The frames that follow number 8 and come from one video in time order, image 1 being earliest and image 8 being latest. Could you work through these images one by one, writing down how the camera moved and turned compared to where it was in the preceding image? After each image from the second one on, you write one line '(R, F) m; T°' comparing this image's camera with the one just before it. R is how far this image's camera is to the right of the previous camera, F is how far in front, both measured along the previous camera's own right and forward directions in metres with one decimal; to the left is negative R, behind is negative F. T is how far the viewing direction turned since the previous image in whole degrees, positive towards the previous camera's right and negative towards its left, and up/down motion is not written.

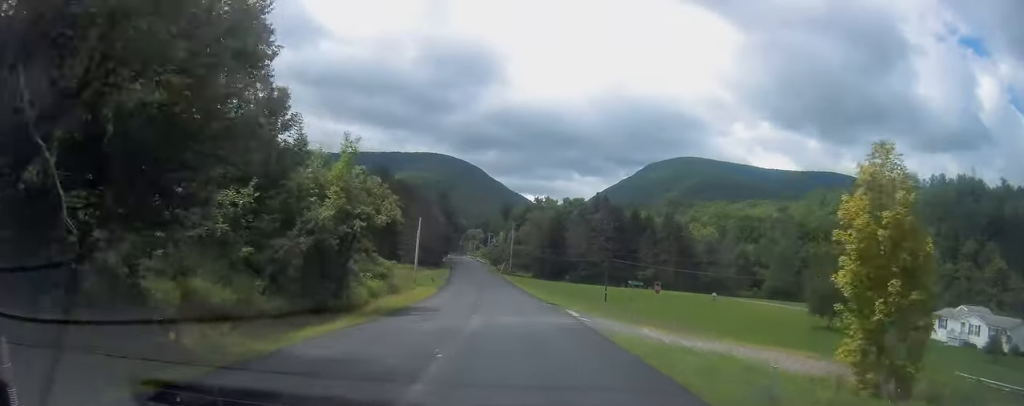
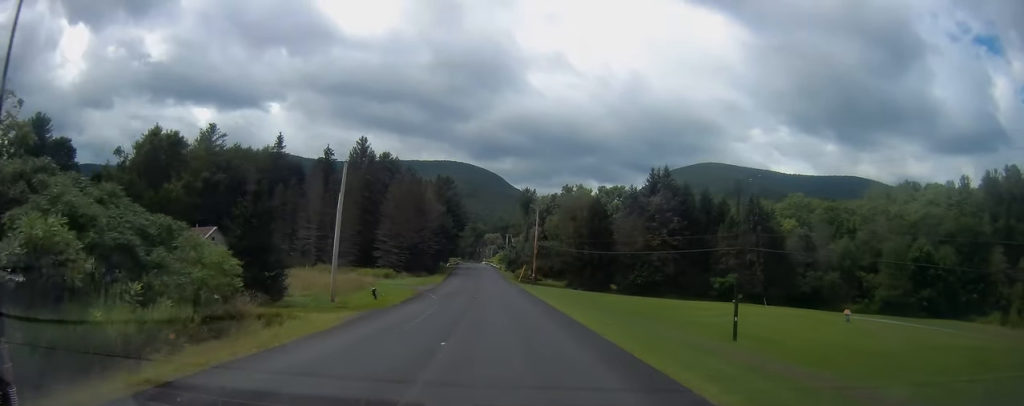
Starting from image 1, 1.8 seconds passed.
(-0.6, +41.1) m; -3°
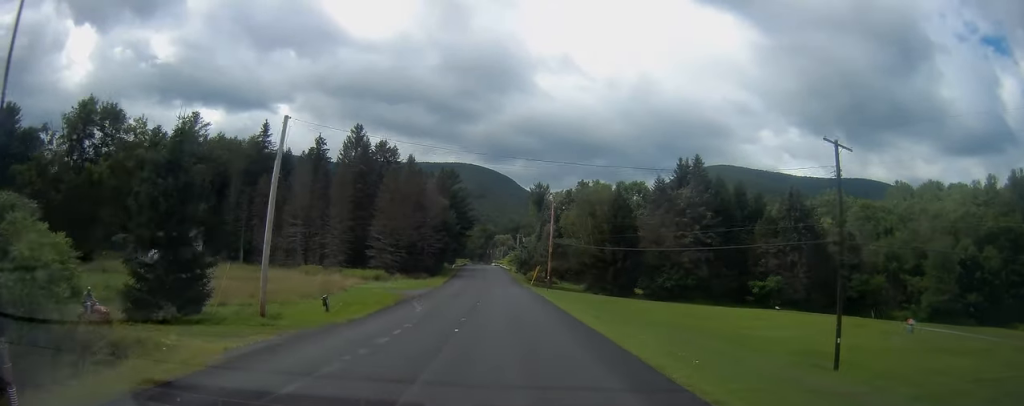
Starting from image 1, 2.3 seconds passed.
(-0.3, +11.8) m; -1°
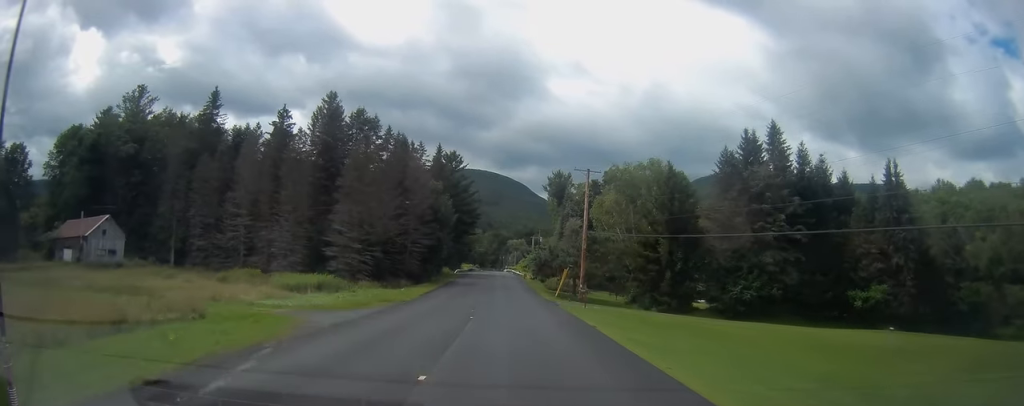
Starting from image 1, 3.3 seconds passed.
(-0.3, +23.7) m; -1°
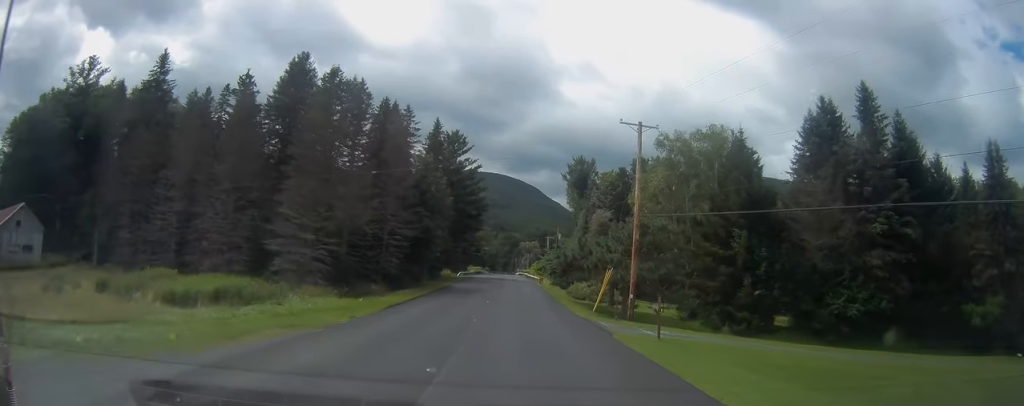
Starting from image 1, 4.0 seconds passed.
(-0.1, +17.5) m; -1°
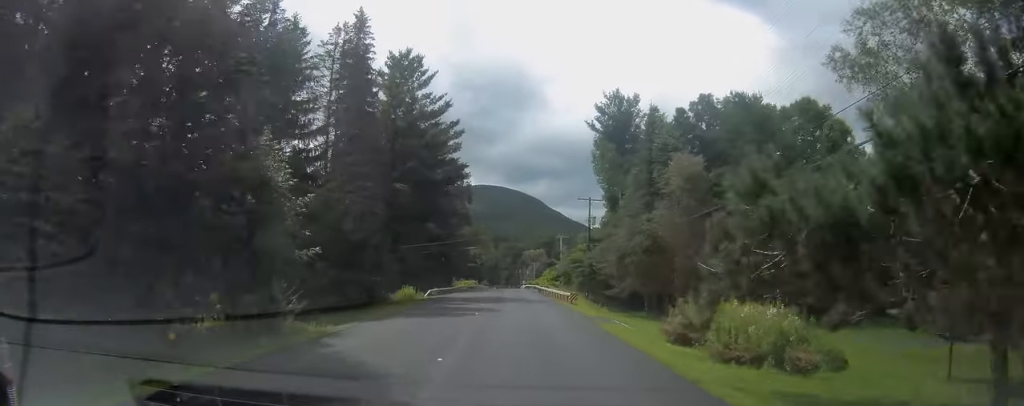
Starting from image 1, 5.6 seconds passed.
(-0.7, +38.2) m; -1°
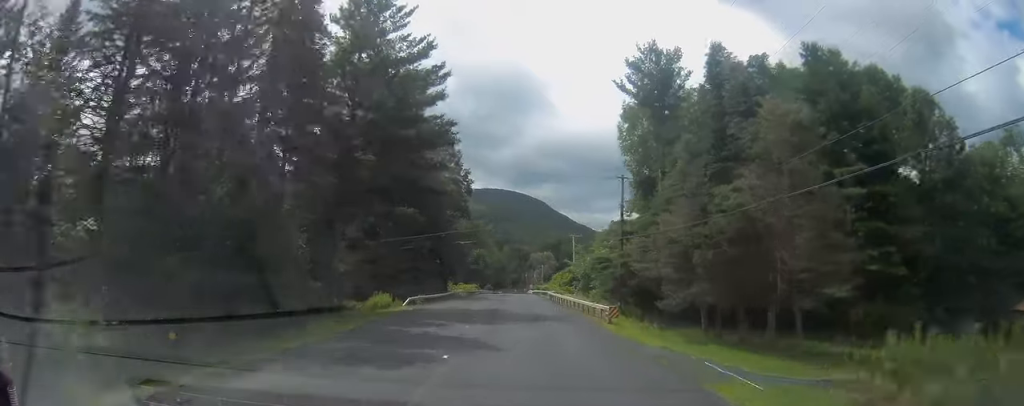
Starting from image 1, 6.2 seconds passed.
(+0.2, +14.3) m; 0°
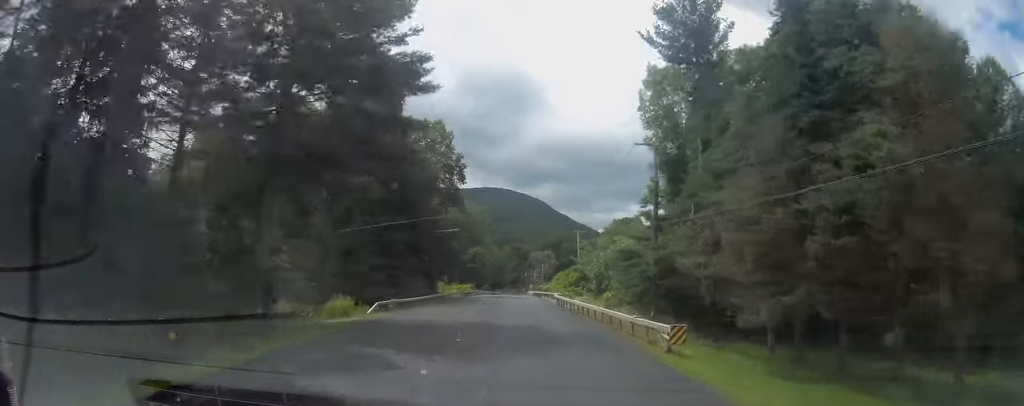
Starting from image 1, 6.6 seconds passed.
(+0.1, +10.3) m; 0°
